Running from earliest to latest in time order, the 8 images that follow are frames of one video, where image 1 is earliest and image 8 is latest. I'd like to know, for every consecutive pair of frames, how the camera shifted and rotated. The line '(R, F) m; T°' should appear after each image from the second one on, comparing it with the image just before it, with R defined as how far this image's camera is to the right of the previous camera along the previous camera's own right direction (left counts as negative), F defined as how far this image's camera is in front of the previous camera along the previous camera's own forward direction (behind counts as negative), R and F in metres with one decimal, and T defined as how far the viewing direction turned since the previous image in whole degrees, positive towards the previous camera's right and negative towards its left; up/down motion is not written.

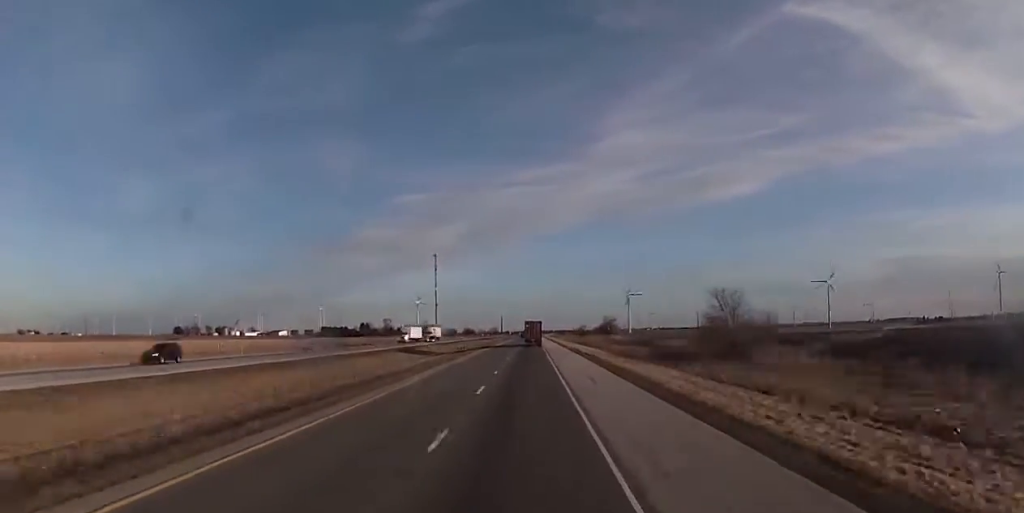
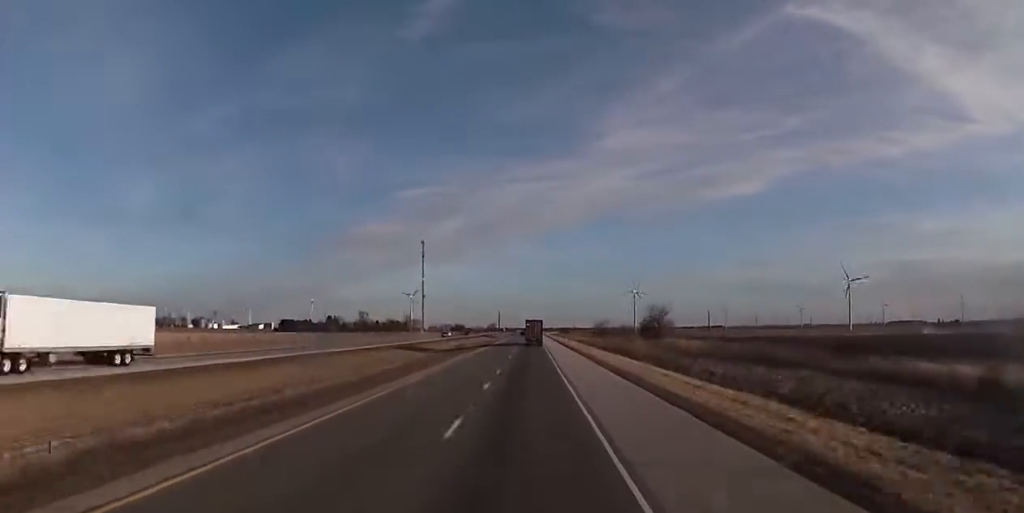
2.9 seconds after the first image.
(-1.1, +82.7) m; 0°
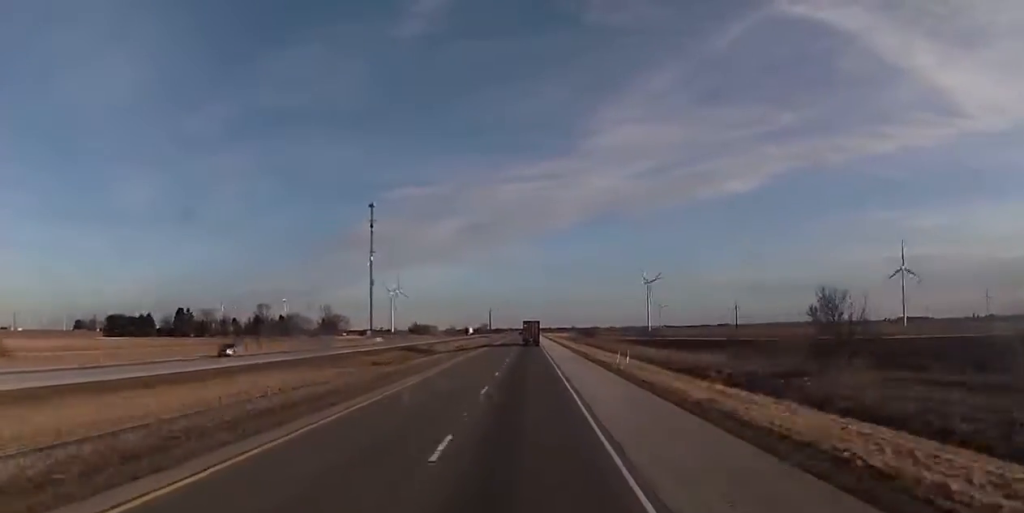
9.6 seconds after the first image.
(-0.1, +187.7) m; 0°
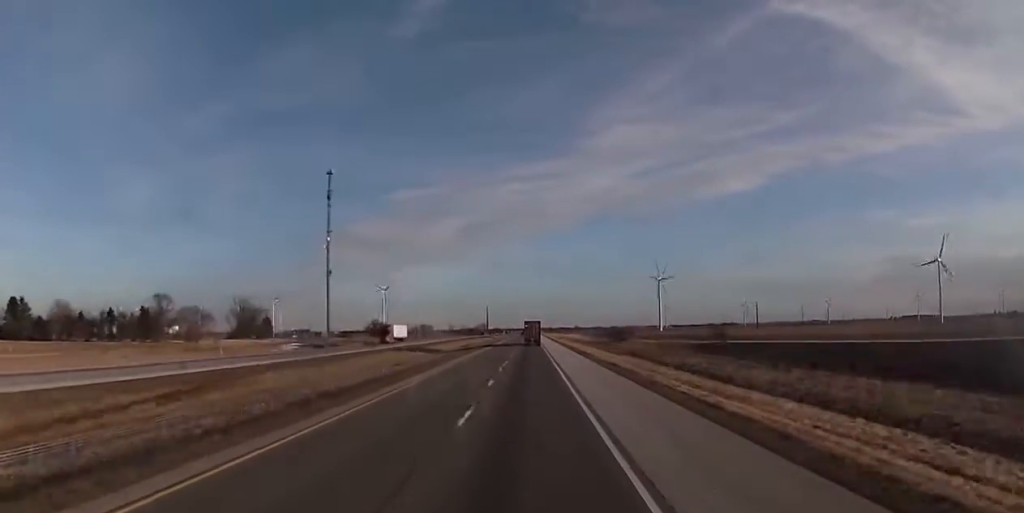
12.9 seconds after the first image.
(-0.1, +93.6) m; 0°
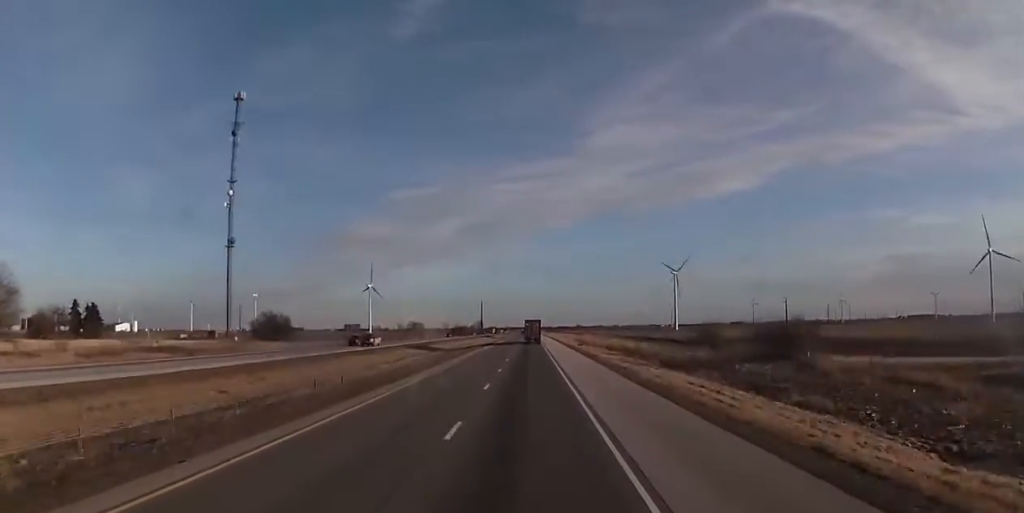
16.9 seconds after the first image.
(+0.2, +112.8) m; 0°
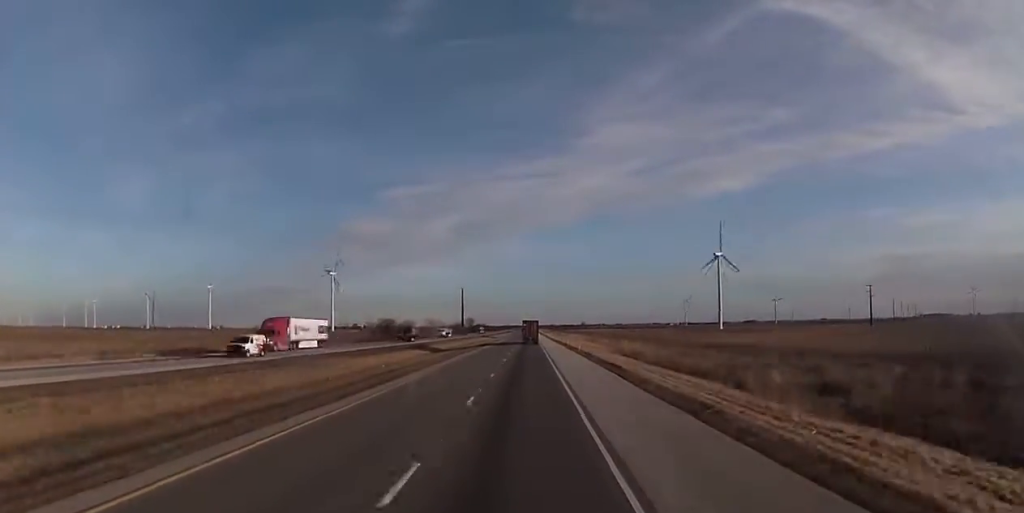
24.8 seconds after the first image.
(-0.7, +224.0) m; 0°
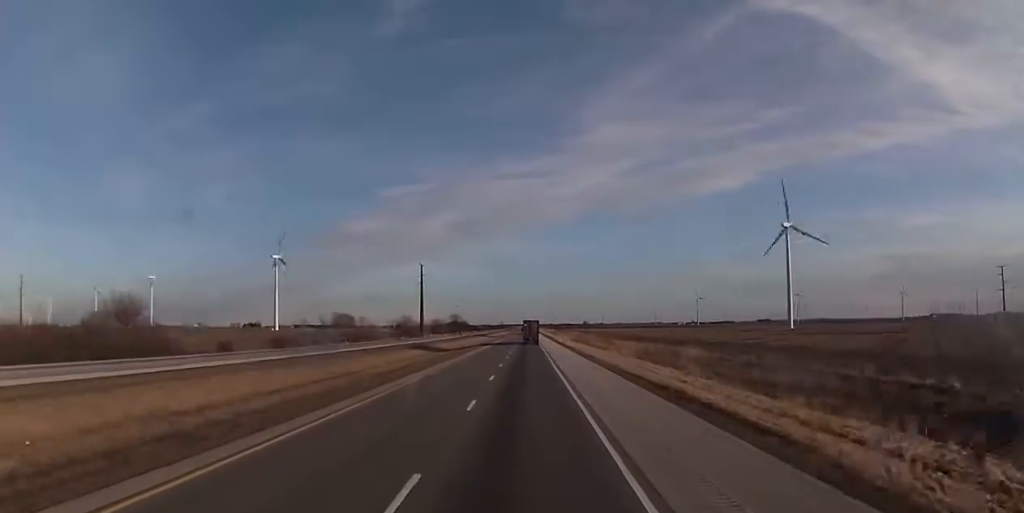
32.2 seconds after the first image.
(-0.1, +207.3) m; 0°
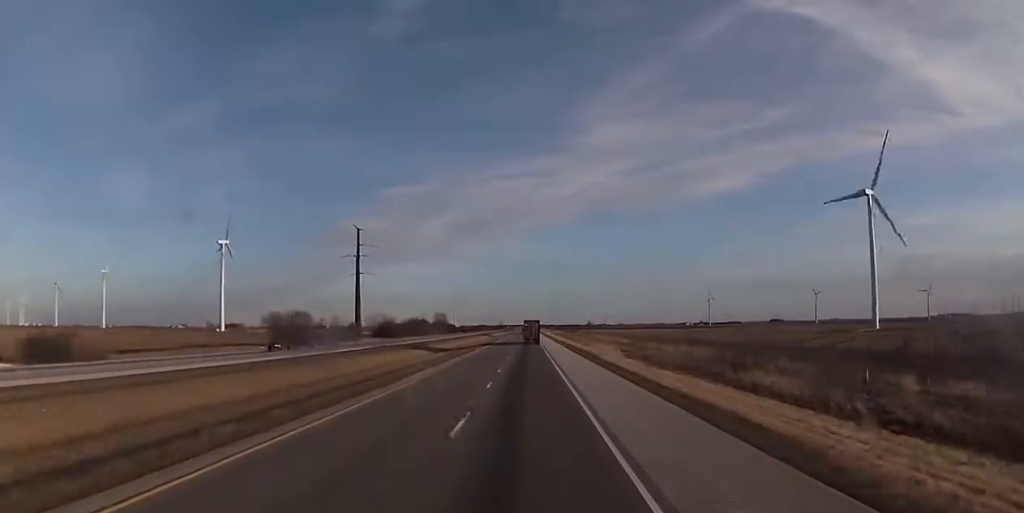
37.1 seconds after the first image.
(+0.6, +139.0) m; 0°
